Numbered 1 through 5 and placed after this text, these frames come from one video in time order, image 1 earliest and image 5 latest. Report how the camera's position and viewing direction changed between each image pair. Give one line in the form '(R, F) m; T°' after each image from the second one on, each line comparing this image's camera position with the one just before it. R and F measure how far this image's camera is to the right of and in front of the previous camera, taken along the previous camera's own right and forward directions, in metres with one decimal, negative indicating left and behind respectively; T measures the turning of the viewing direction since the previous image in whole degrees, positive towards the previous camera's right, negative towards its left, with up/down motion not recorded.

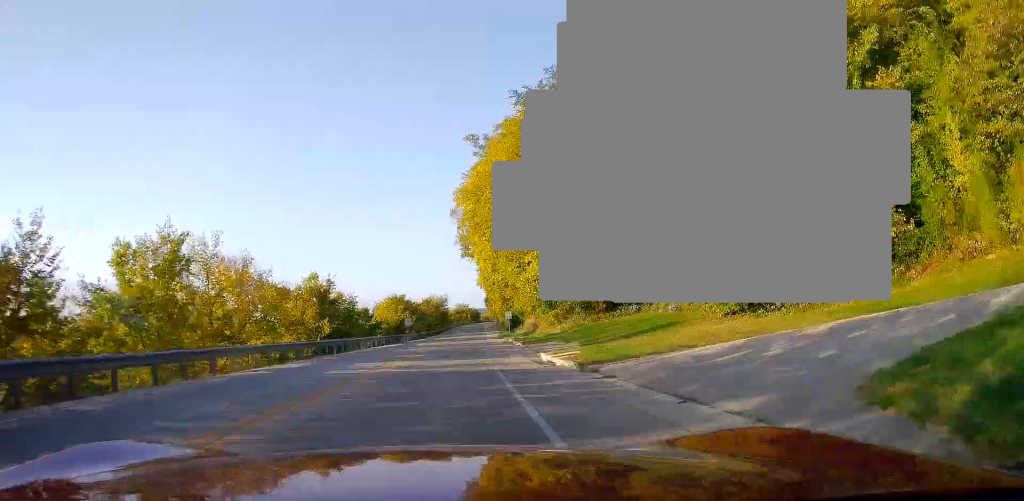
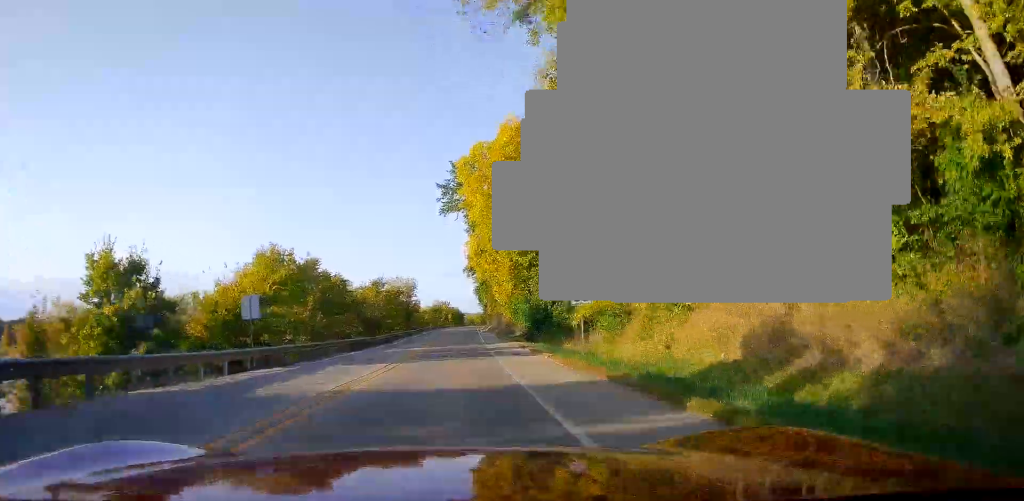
(+1.3, +52.9) m; +2°
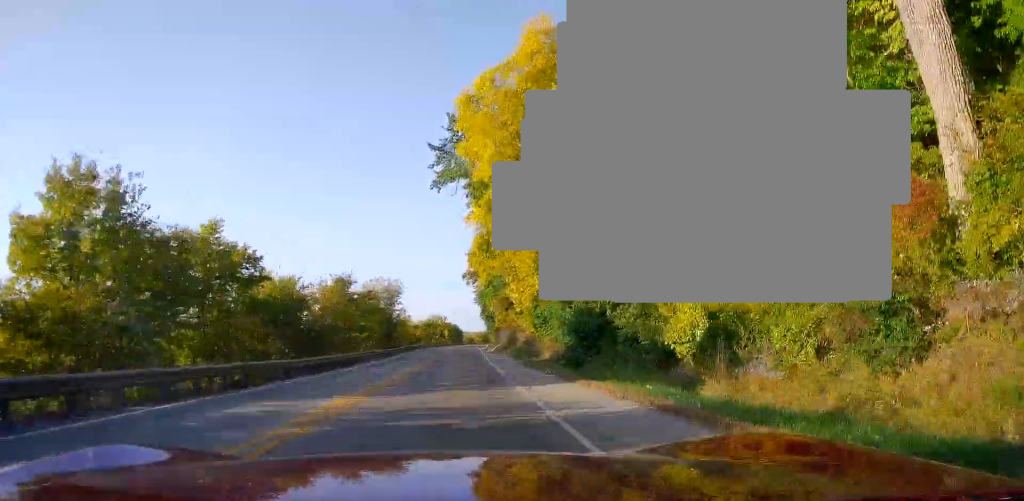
(-0.1, +20.3) m; 0°
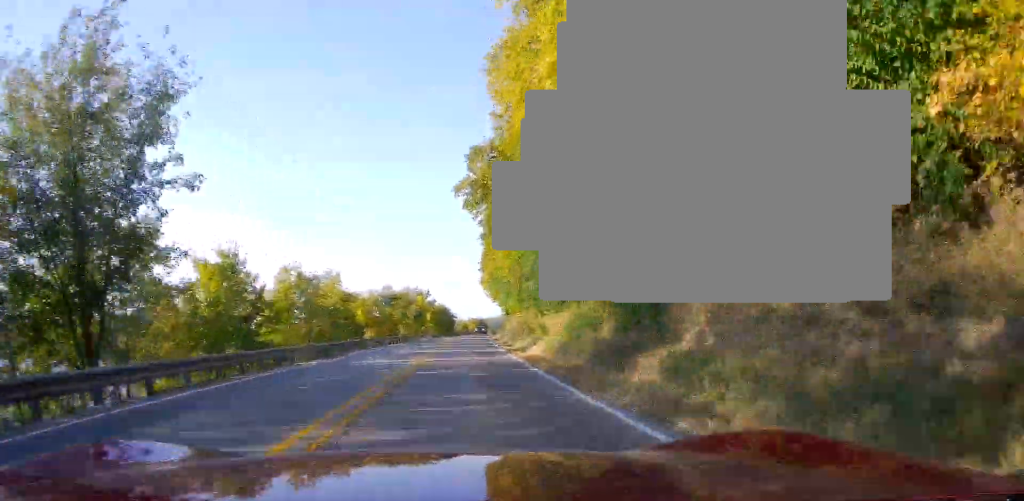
(+0.5, +53.2) m; +2°
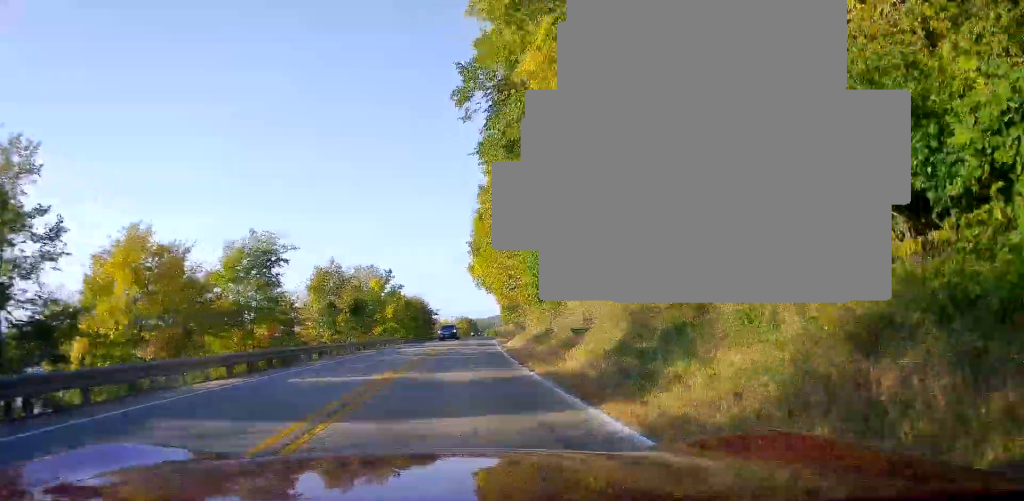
(+0.2, +33.6) m; 0°
